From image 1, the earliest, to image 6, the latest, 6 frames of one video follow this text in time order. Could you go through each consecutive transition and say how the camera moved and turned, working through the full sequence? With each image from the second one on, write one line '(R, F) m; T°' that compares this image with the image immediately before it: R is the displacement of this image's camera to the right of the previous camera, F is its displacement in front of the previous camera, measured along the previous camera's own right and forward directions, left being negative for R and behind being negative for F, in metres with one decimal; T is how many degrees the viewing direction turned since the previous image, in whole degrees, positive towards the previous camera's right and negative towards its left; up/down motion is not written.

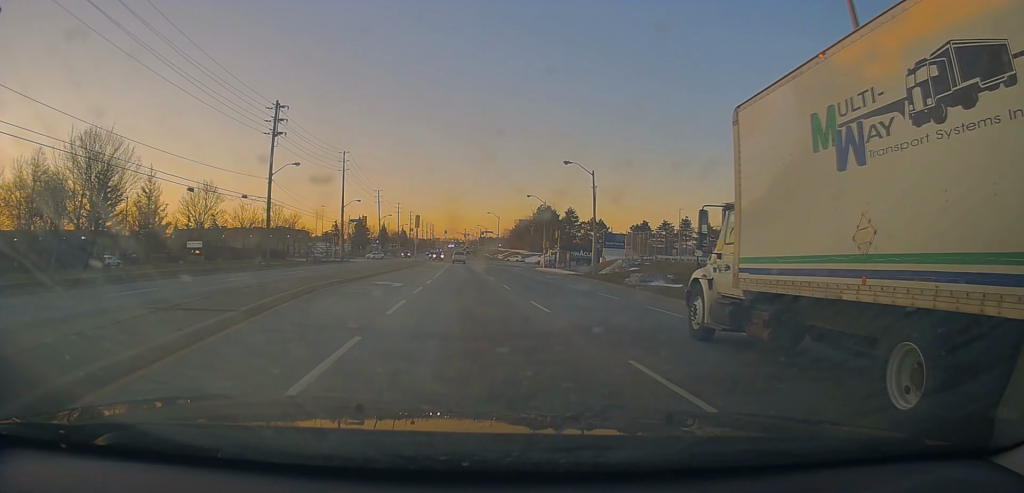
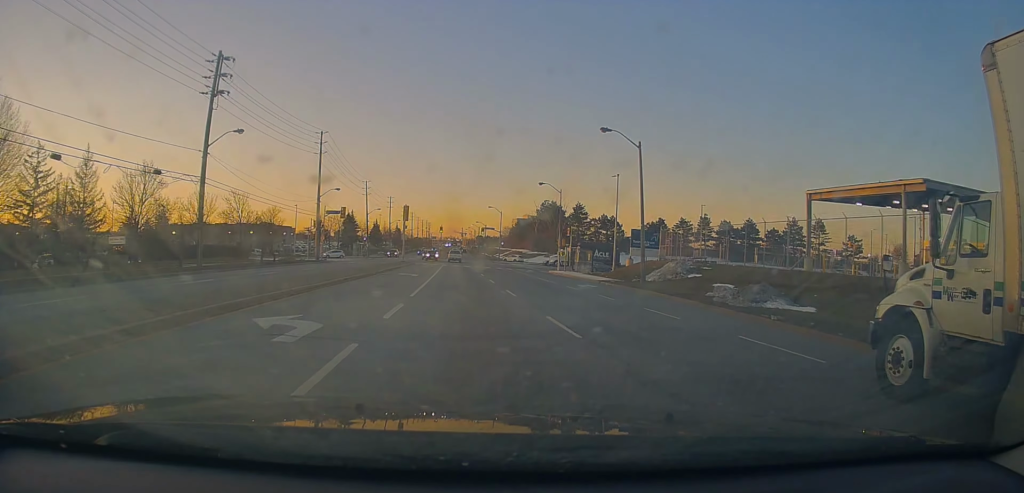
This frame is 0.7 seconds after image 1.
(+0.1, +13.1) m; +1°
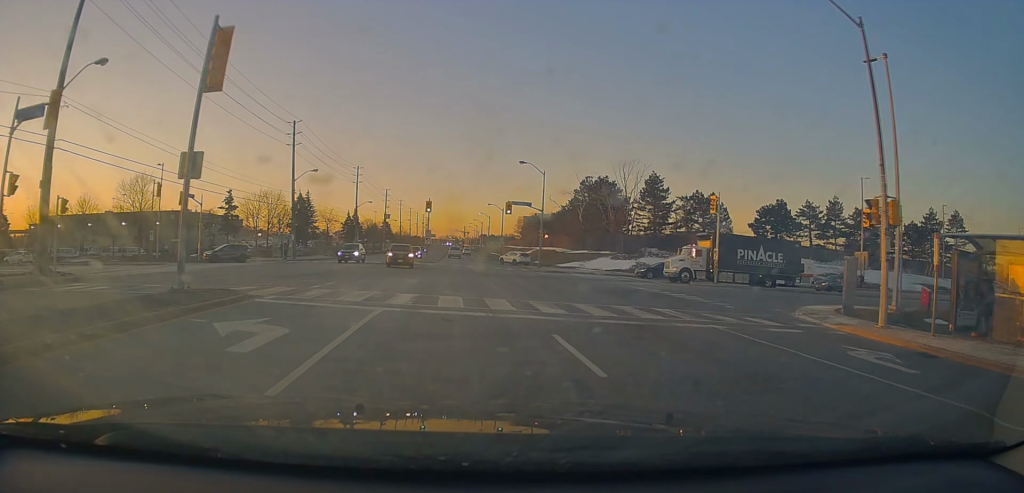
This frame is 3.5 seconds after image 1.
(+0.1, +49.9) m; -1°
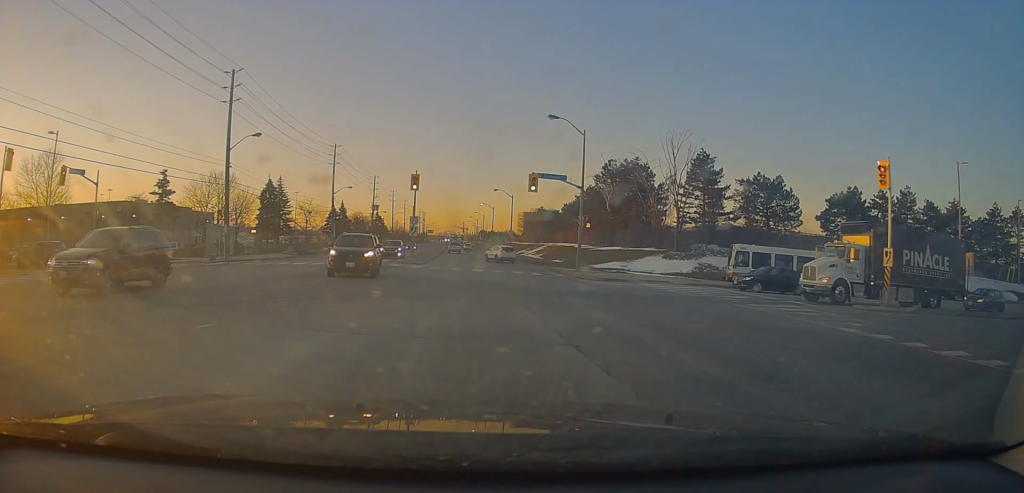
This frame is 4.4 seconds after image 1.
(-0.2, +17.6) m; +1°
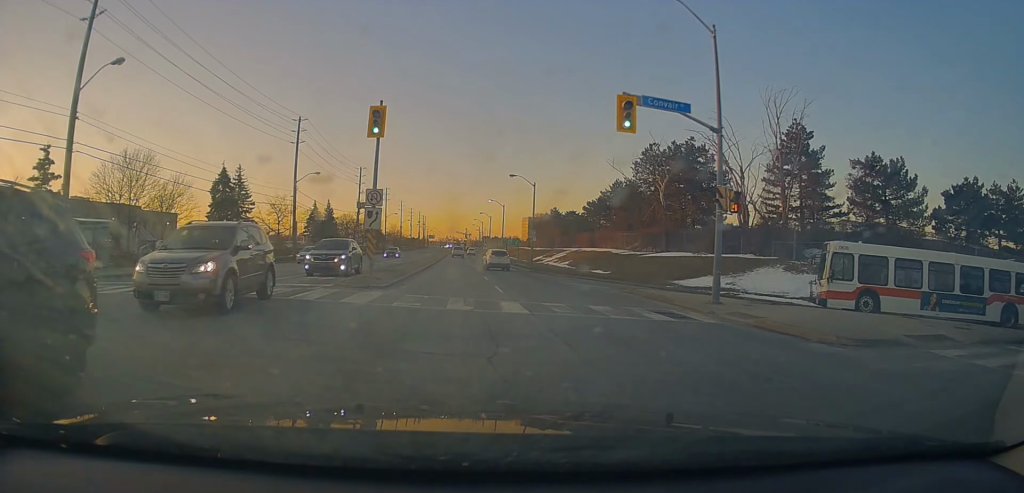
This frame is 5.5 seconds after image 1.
(+0.5, +19.8) m; +2°
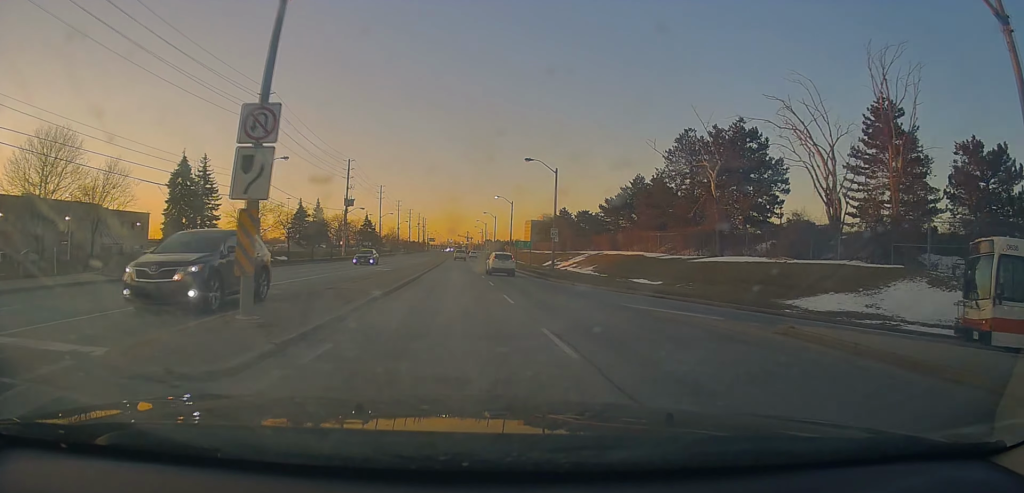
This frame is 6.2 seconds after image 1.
(+0.1, +12.0) m; -1°
